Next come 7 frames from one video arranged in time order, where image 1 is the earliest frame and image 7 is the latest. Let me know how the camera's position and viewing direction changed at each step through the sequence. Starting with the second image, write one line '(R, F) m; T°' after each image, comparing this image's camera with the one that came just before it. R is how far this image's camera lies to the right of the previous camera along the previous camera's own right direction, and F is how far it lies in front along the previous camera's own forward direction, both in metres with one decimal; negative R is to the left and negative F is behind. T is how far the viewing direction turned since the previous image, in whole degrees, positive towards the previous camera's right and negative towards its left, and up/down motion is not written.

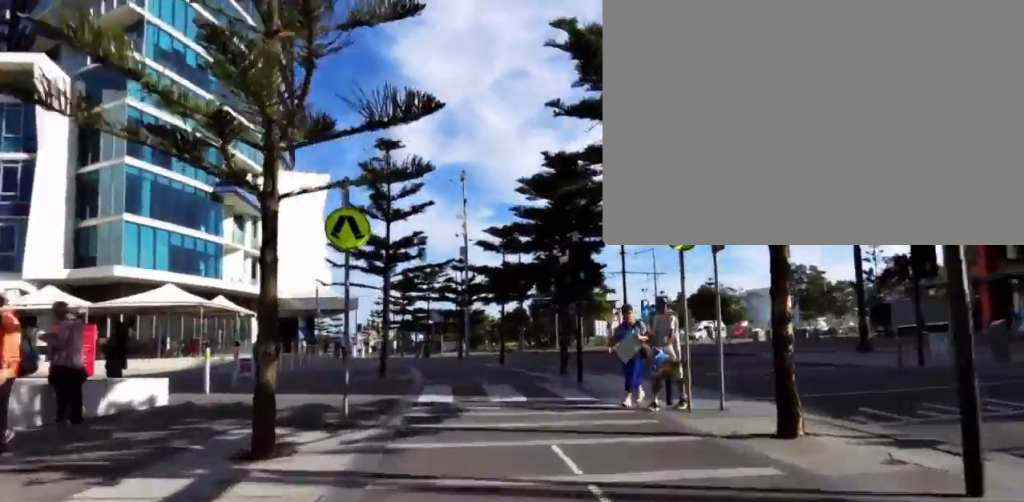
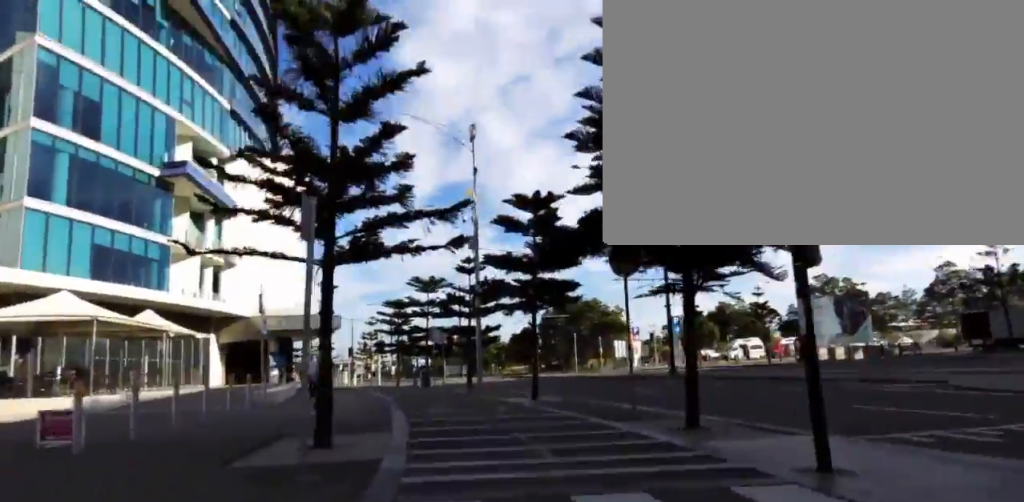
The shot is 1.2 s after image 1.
(+0.5, +9.8) m; +1°
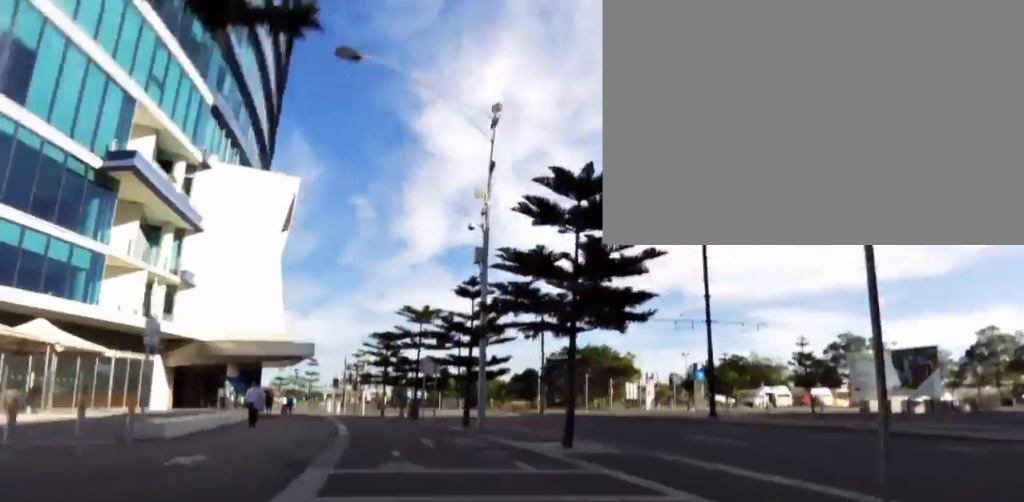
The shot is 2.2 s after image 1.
(-0.4, +7.3) m; -2°
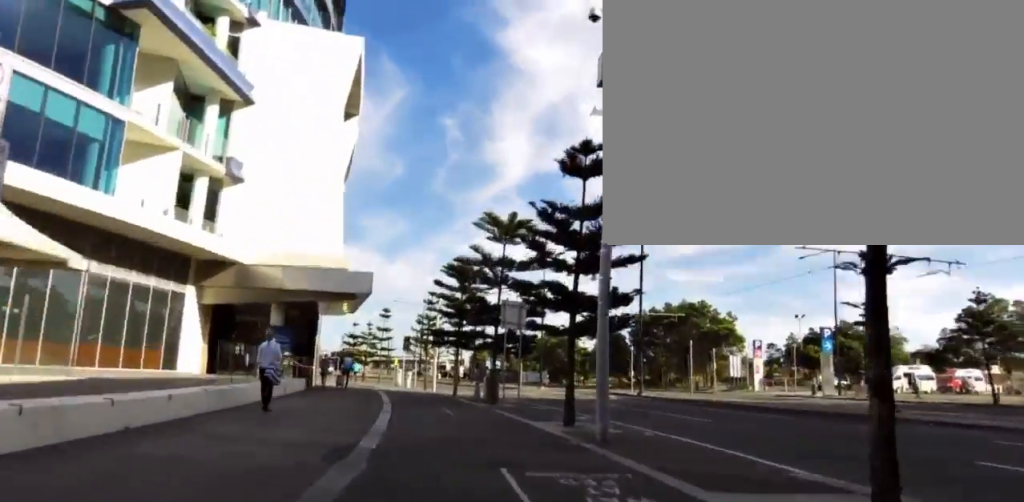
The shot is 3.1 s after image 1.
(+0.1, +7.2) m; +2°
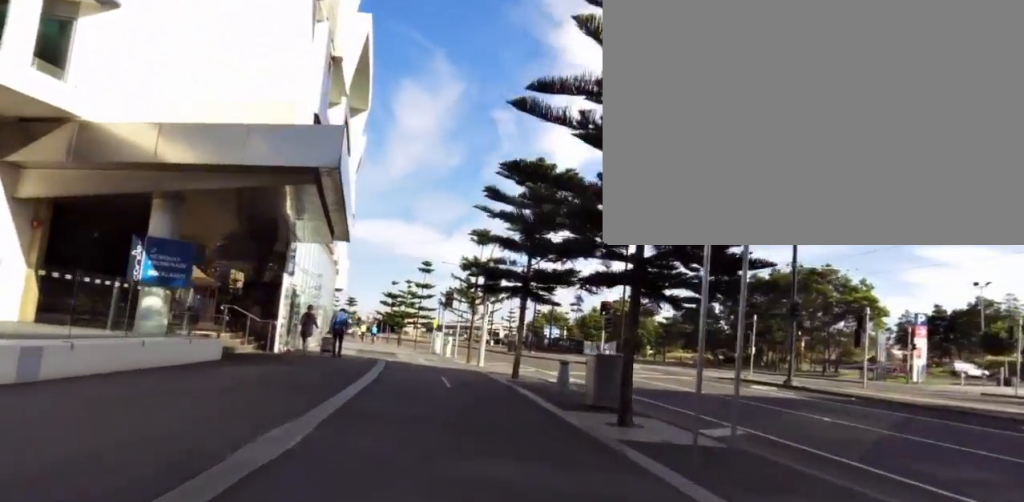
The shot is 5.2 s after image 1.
(-3.4, +14.4) m; -19°
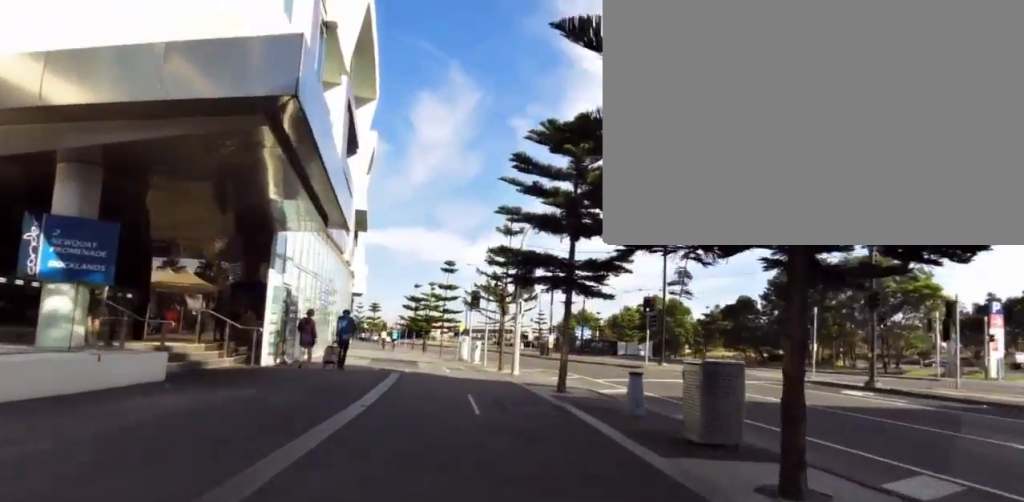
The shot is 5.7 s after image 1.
(+0.8, +4.3) m; -1°
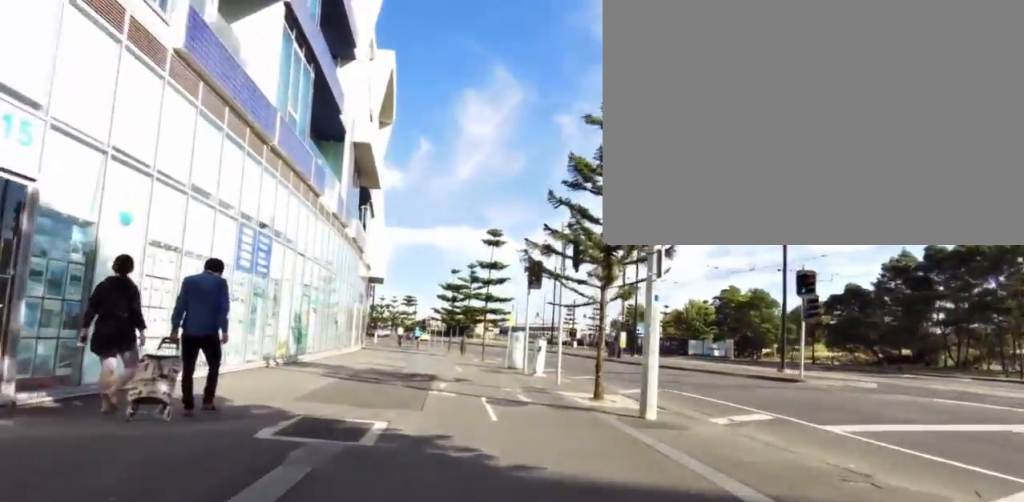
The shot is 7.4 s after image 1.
(-0.4, +12.1) m; +4°
